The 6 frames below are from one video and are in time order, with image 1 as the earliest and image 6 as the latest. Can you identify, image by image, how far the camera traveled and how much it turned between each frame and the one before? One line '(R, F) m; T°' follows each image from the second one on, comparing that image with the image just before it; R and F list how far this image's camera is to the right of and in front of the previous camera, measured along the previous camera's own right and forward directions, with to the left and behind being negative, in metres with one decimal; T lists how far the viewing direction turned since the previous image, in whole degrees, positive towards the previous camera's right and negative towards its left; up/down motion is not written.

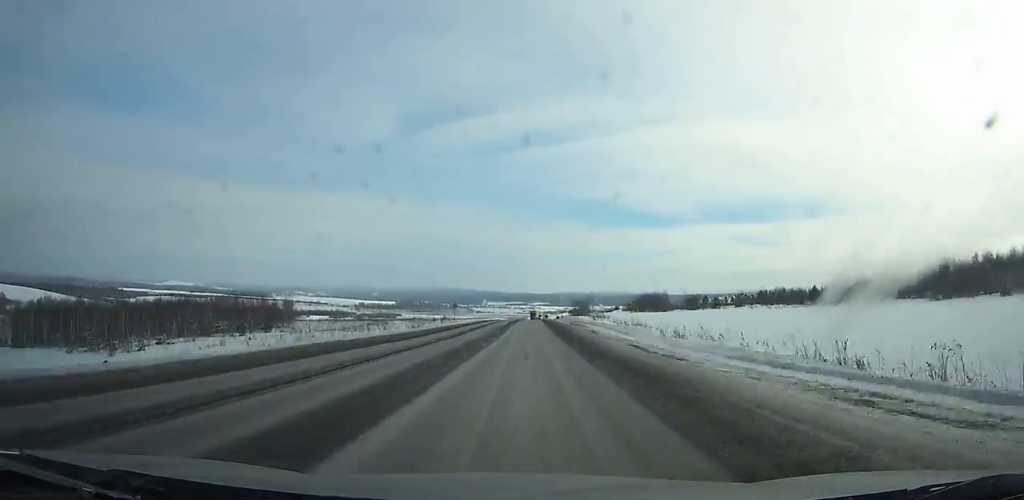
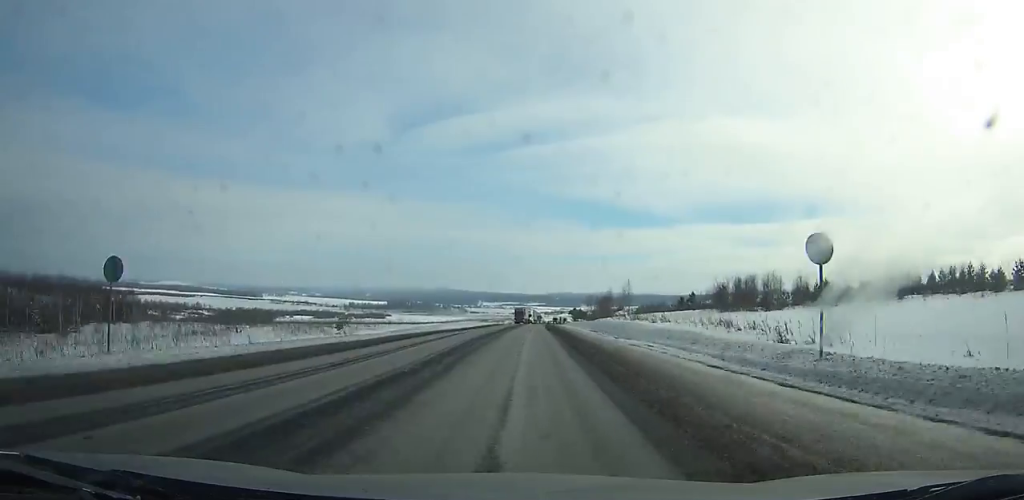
(+0.4, +68.1) m; +1°
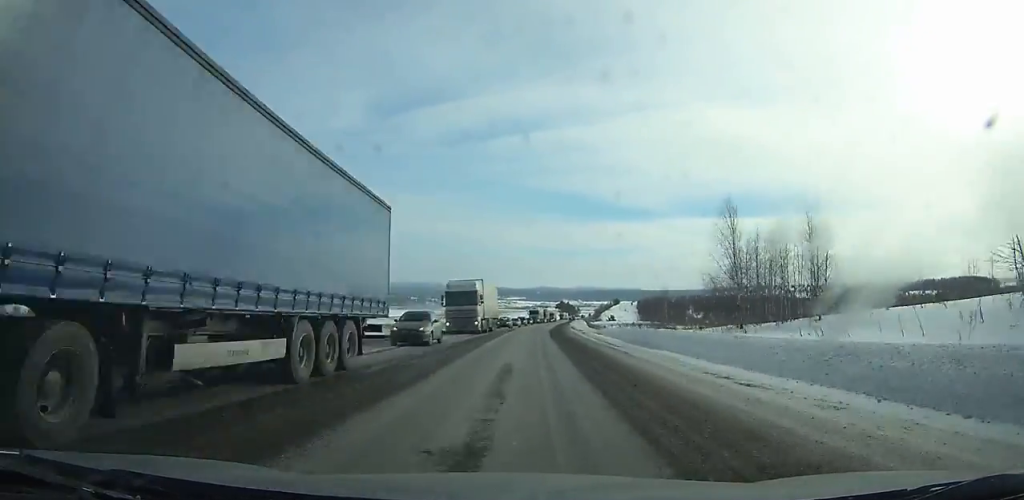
(+1.4, +112.7) m; +2°
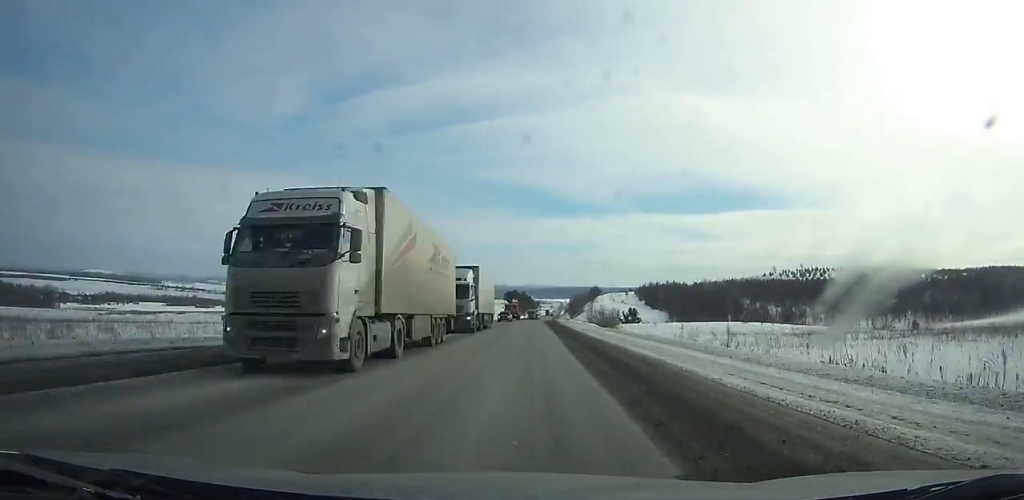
(+9.9, +198.6) m; +5°
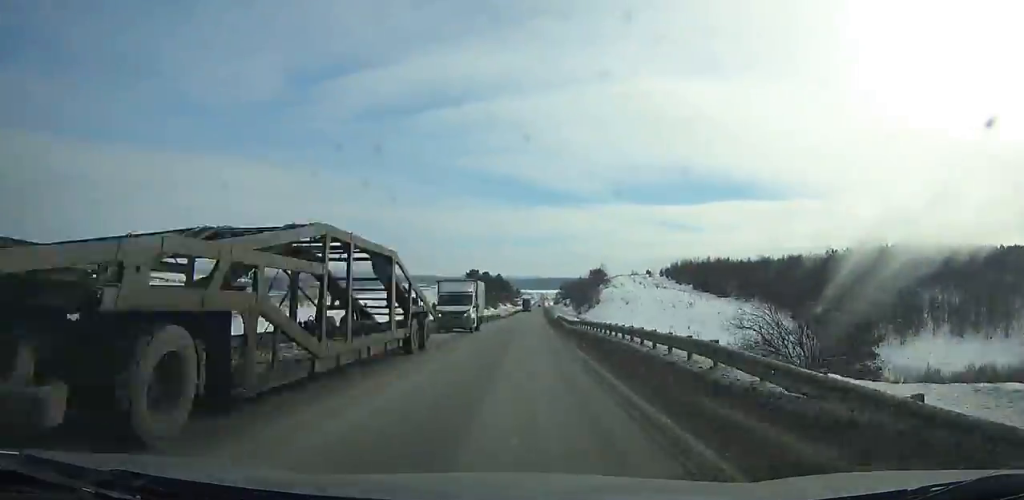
(+2.0, +111.4) m; +2°
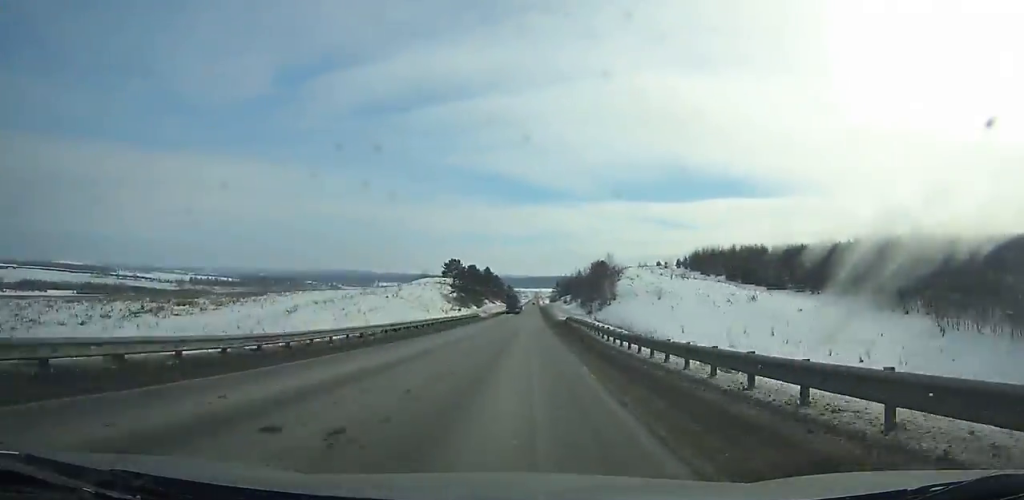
(+0.4, +36.6) m; 0°
